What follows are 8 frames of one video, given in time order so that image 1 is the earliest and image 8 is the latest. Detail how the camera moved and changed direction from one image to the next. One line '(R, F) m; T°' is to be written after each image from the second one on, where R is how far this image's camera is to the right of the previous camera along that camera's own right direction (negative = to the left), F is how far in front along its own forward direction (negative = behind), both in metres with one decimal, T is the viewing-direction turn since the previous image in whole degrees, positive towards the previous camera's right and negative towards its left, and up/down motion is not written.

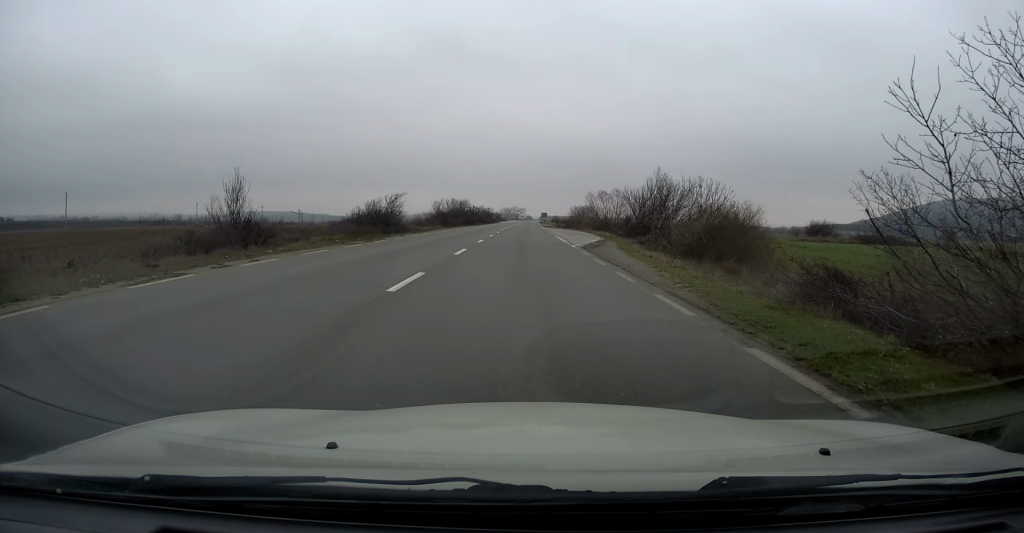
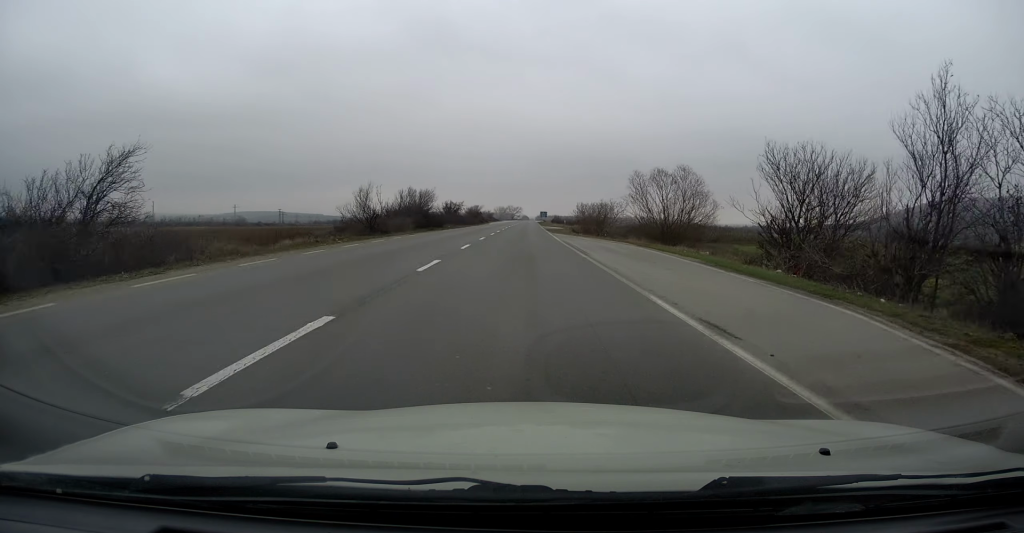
(0.0, +32.1) m; 0°
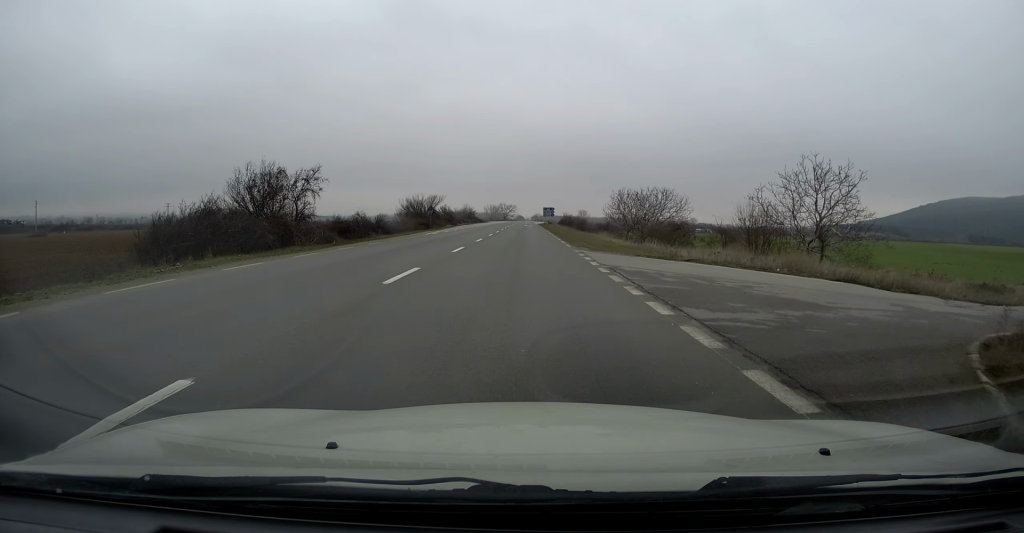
(+0.1, +65.5) m; 0°
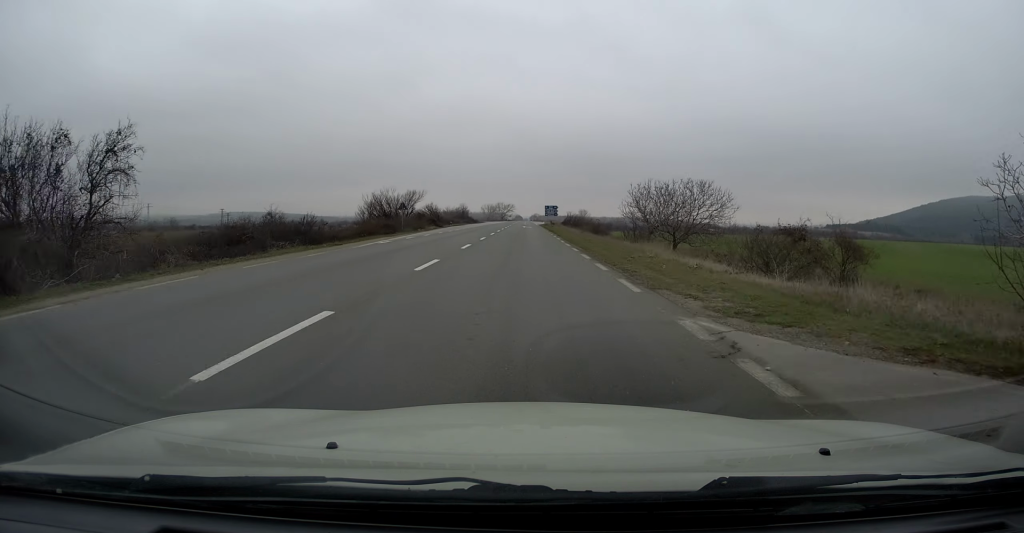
(0.0, +15.3) m; 0°
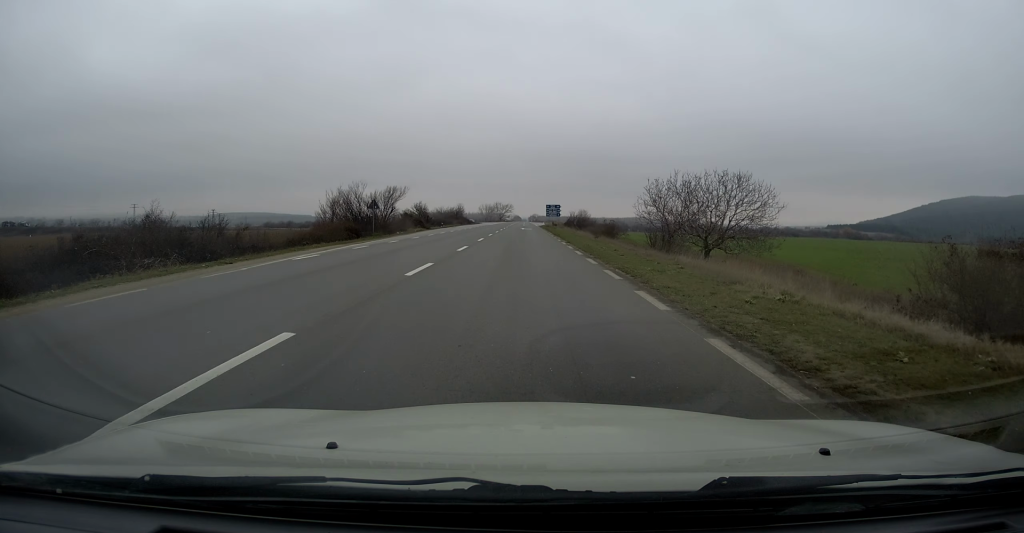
(-0.1, +10.0) m; 0°
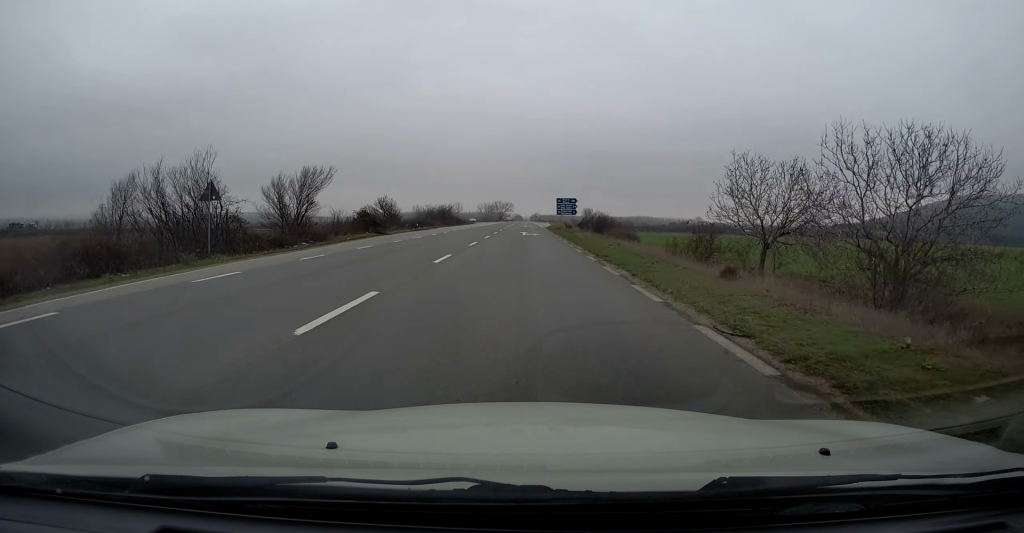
(+0.3, +23.5) m; 0°
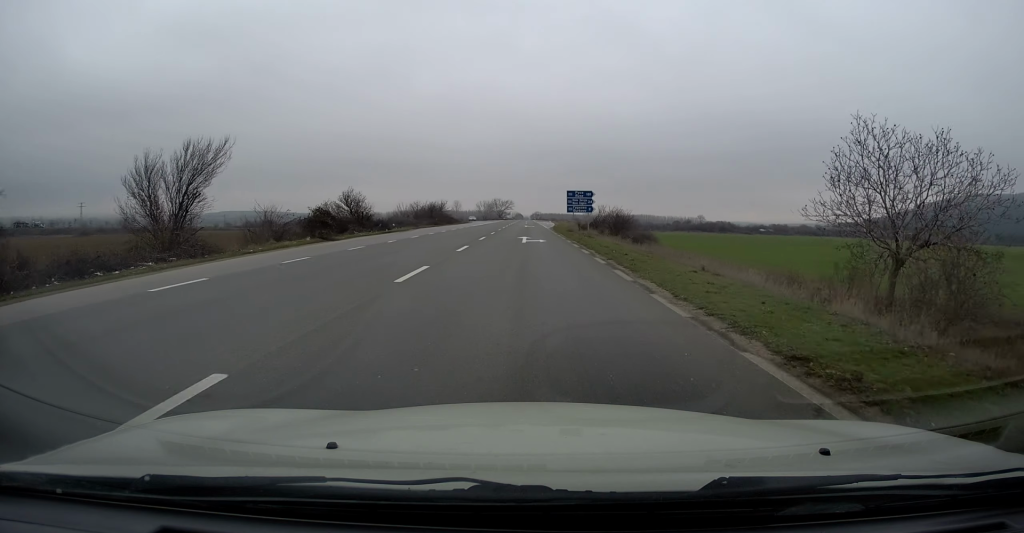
(-0.3, +13.4) m; 0°
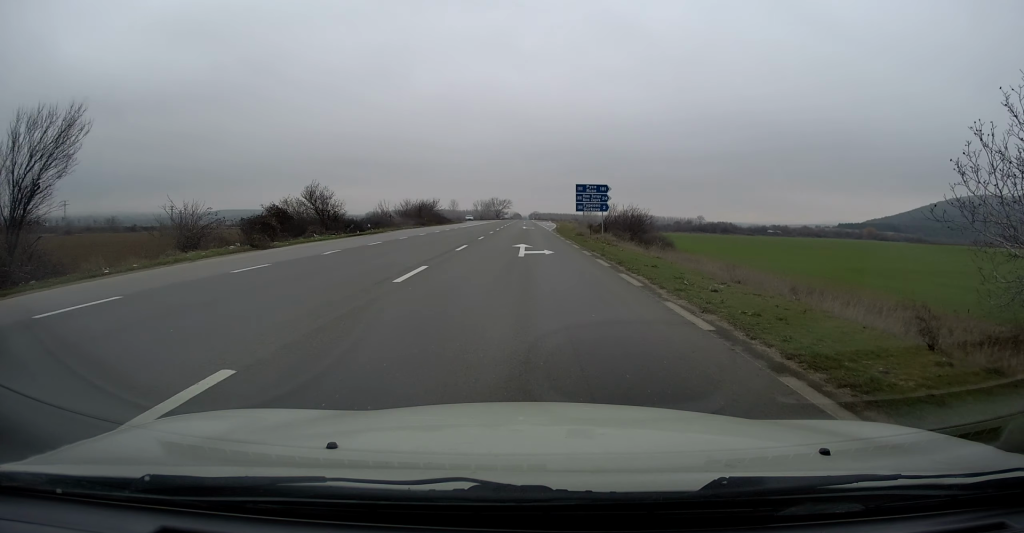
(-0.2, +8.9) m; 0°
